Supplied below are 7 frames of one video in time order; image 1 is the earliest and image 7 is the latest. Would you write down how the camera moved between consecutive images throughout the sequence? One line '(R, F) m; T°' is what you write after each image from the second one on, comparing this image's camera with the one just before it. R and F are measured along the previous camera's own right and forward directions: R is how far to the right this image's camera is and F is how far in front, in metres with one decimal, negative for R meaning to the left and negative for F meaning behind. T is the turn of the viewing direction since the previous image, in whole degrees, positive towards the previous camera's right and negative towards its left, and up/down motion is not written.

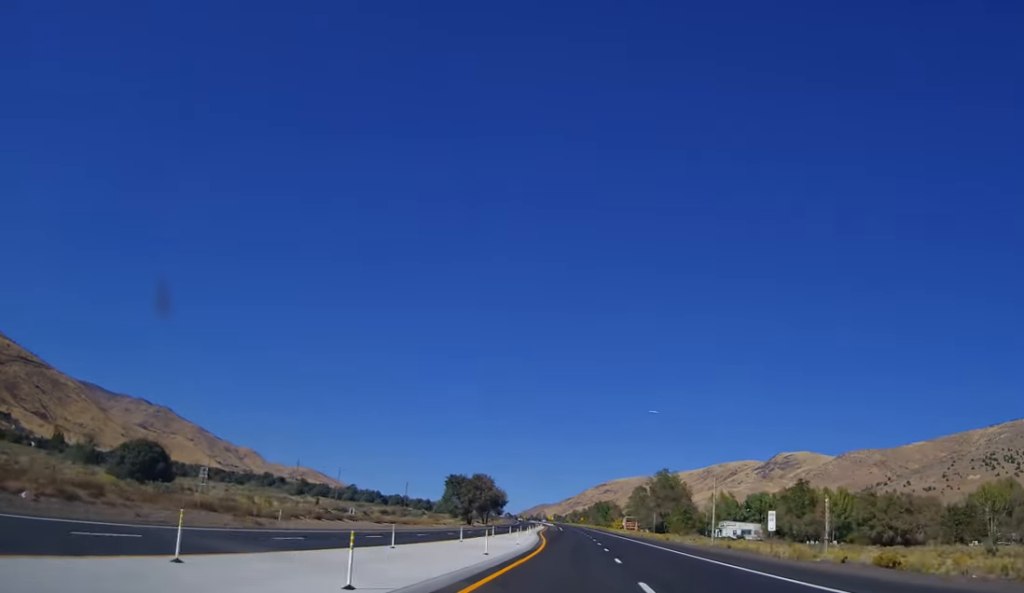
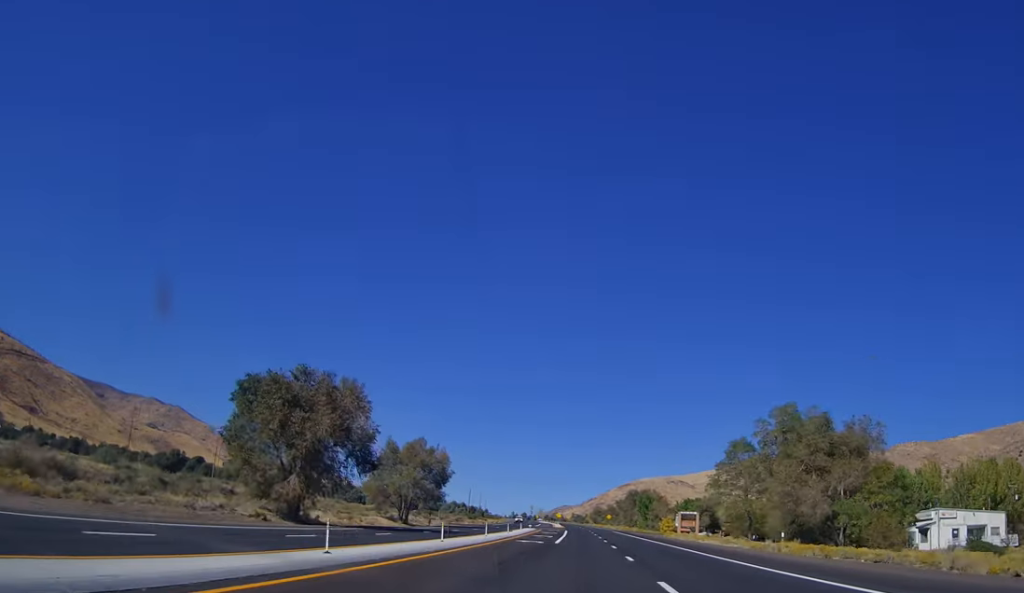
(-1.5, +97.6) m; -1°
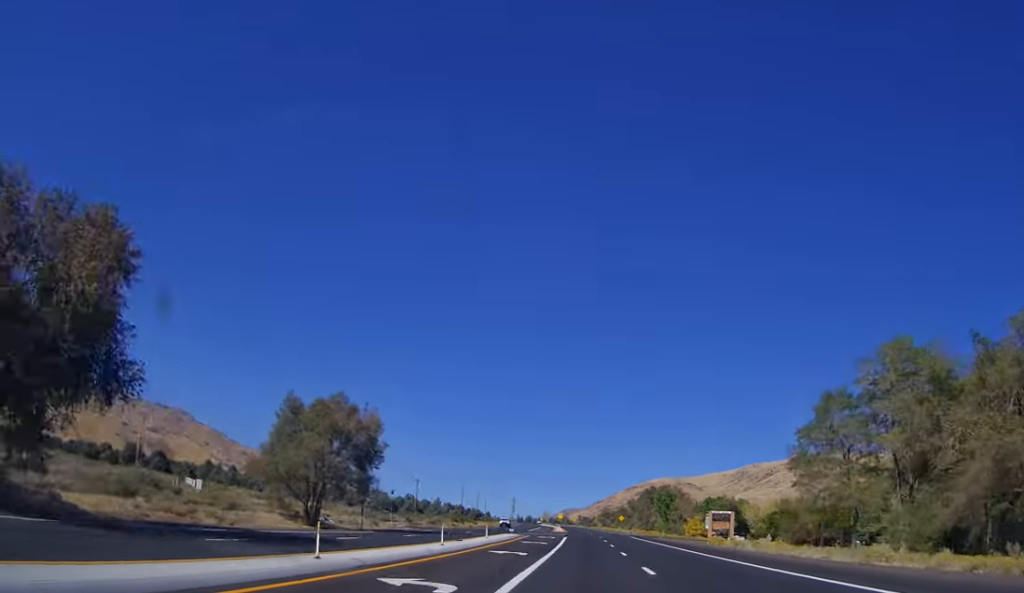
(+0.1, +30.9) m; -1°
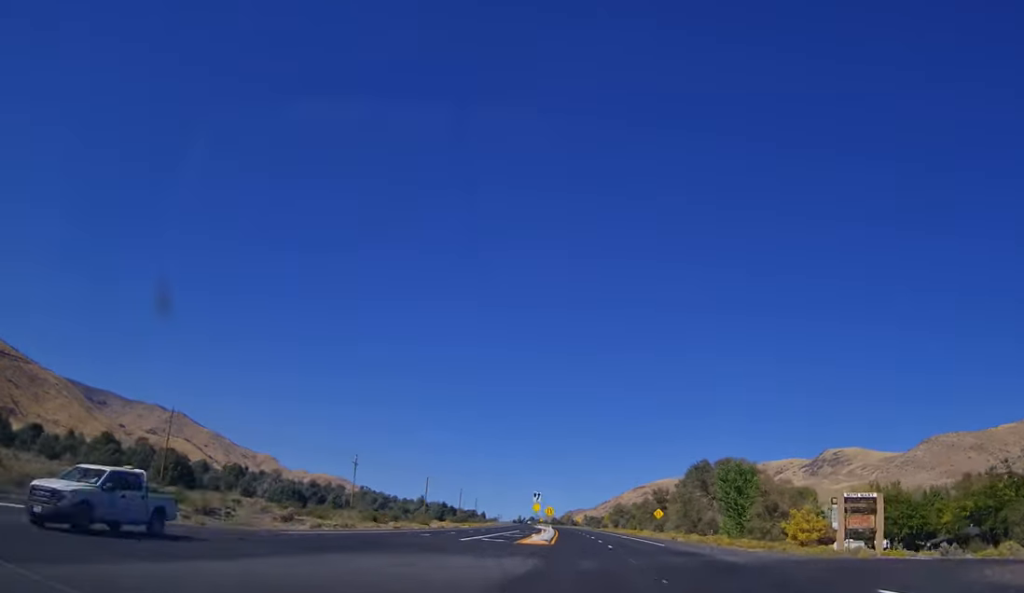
(-0.9, +63.8) m; -2°
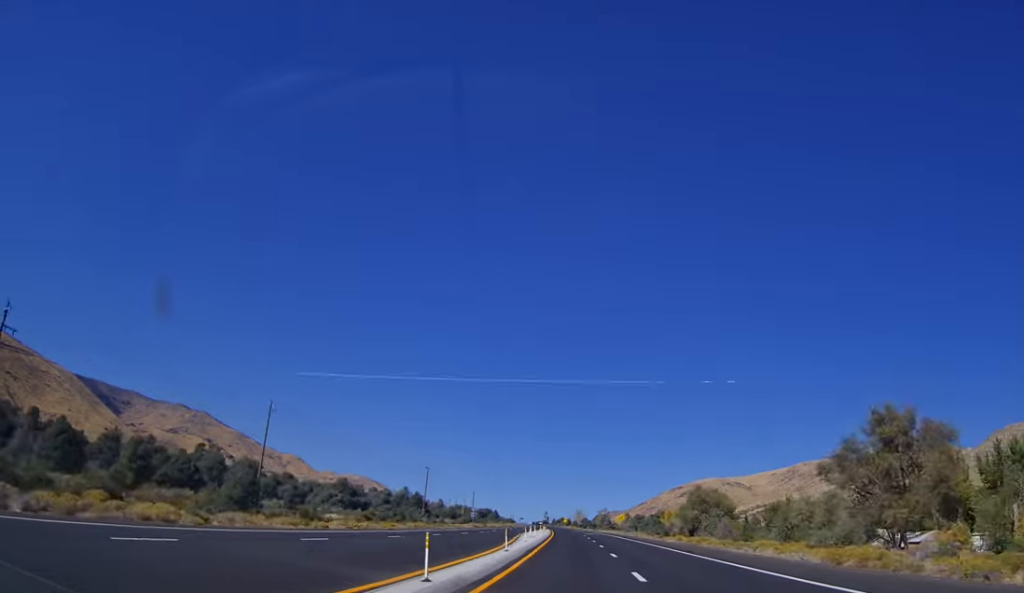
(-0.8, +109.5) m; -1°
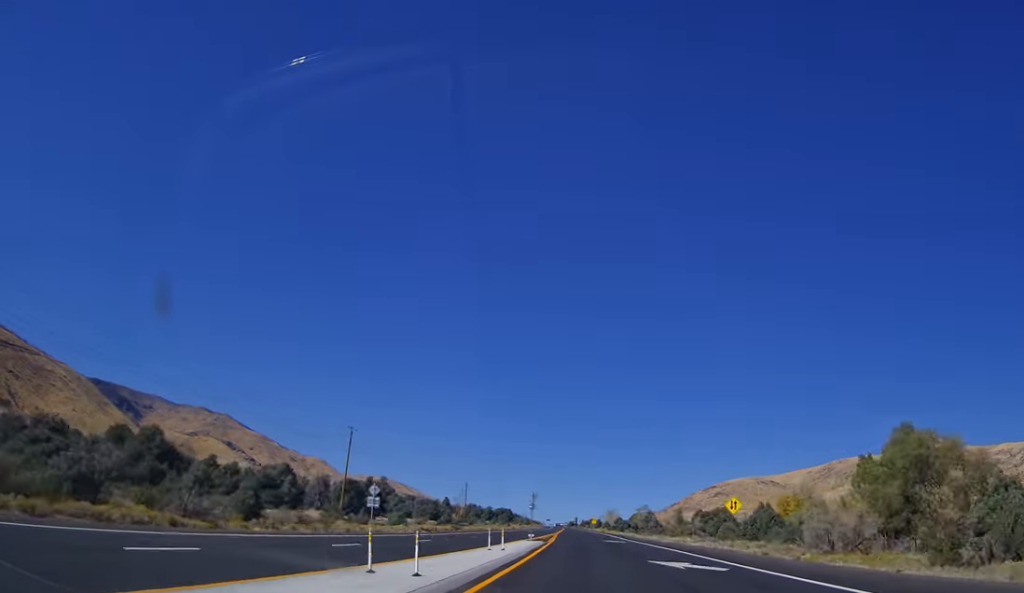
(-2.2, +75.0) m; -3°
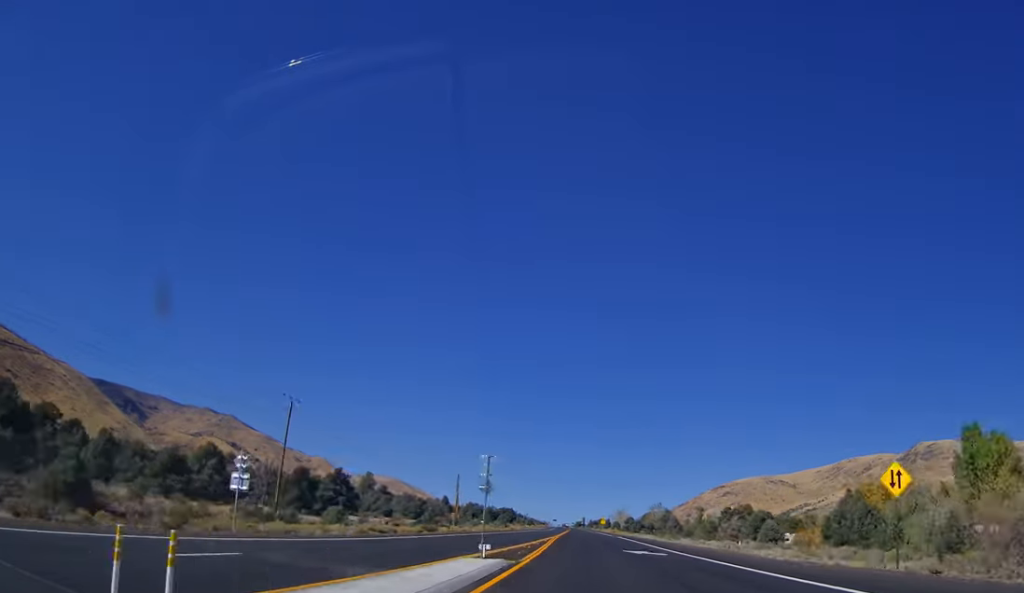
(0.0, +23.8) m; -1°
